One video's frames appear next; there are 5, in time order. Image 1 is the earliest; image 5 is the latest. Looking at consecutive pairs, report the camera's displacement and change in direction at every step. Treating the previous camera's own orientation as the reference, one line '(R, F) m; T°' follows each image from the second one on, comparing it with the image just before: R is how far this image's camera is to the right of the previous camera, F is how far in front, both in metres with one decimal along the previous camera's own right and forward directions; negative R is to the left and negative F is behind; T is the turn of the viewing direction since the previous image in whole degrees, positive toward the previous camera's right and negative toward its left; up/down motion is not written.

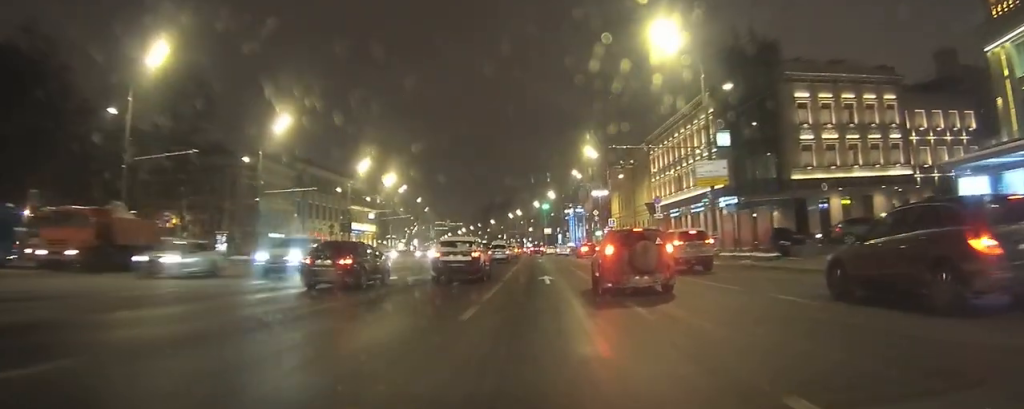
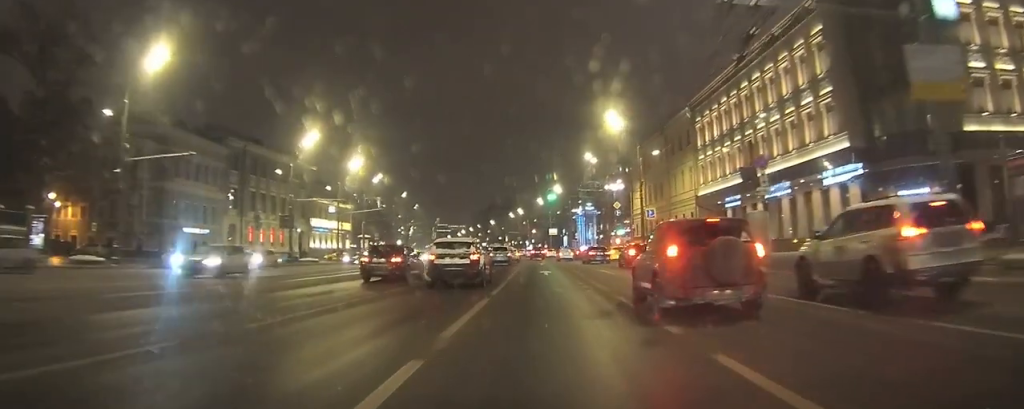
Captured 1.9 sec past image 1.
(-0.3, +24.7) m; -1°
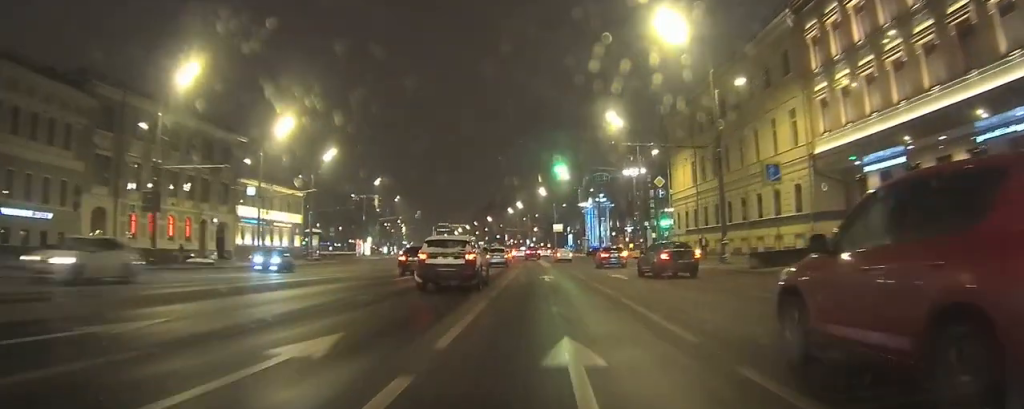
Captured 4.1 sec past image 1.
(+0.1, +27.7) m; +1°
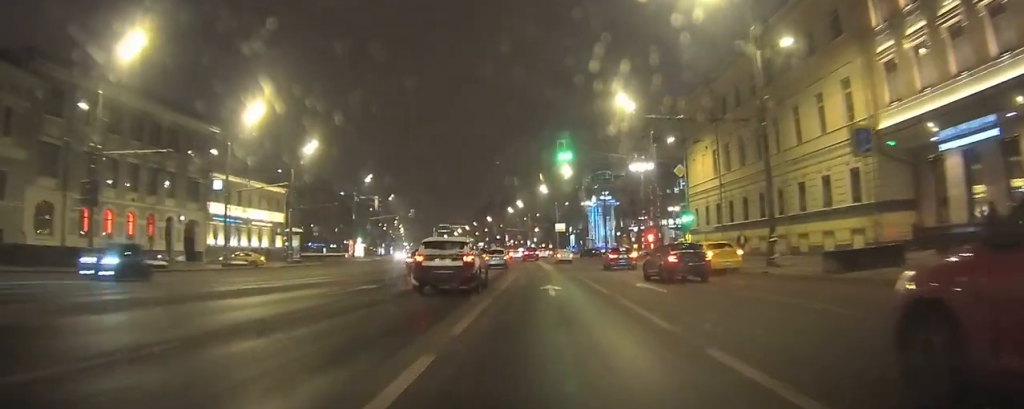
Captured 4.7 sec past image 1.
(0.0, +7.2) m; 0°
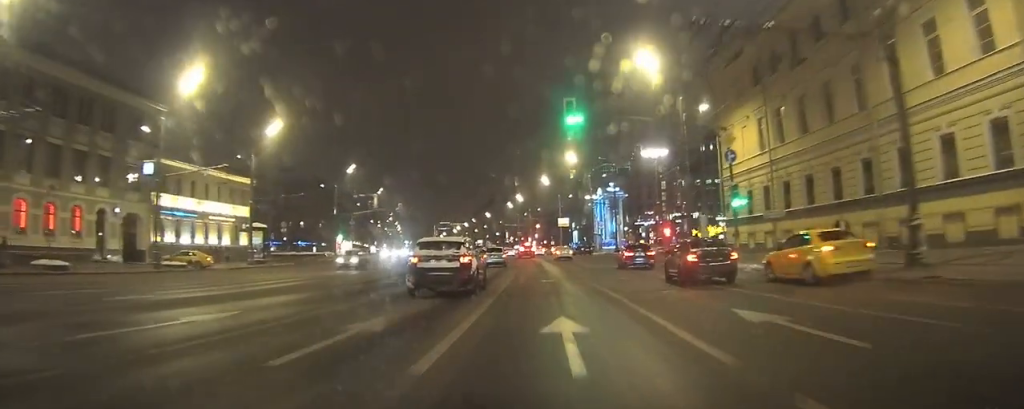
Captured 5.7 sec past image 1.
(0.0, +11.1) m; -1°
